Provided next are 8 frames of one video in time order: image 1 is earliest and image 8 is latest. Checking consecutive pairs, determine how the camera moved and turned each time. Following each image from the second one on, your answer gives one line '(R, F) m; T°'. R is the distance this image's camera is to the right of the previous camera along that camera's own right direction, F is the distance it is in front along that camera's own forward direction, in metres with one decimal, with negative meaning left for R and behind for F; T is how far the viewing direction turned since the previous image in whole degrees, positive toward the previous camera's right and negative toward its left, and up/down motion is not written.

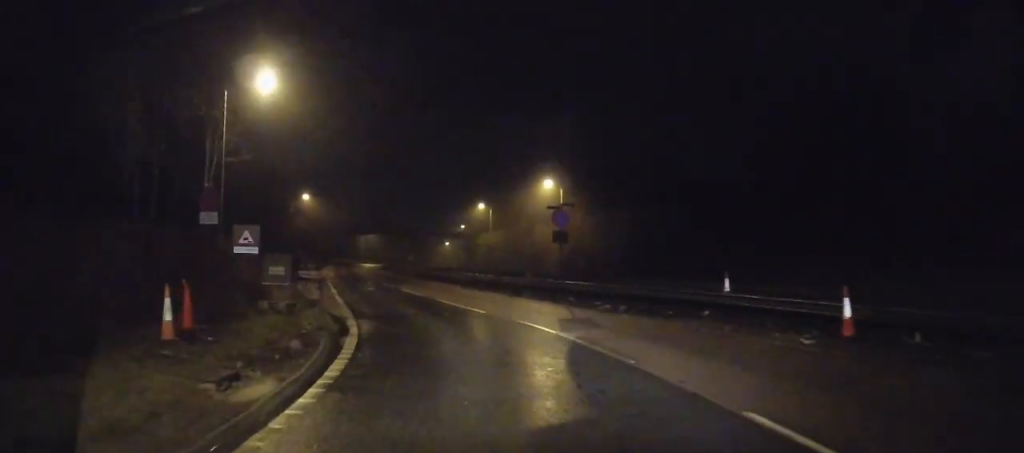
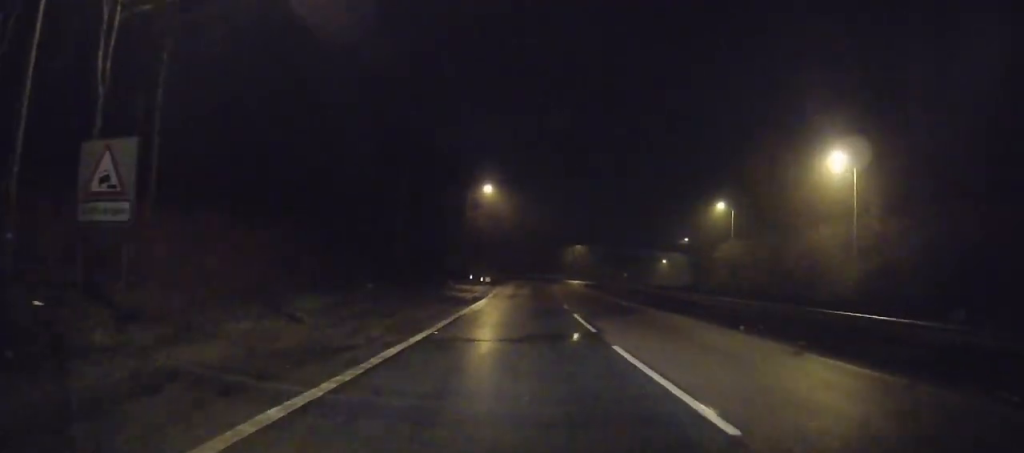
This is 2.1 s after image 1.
(-4.5, +21.0) m; -19°
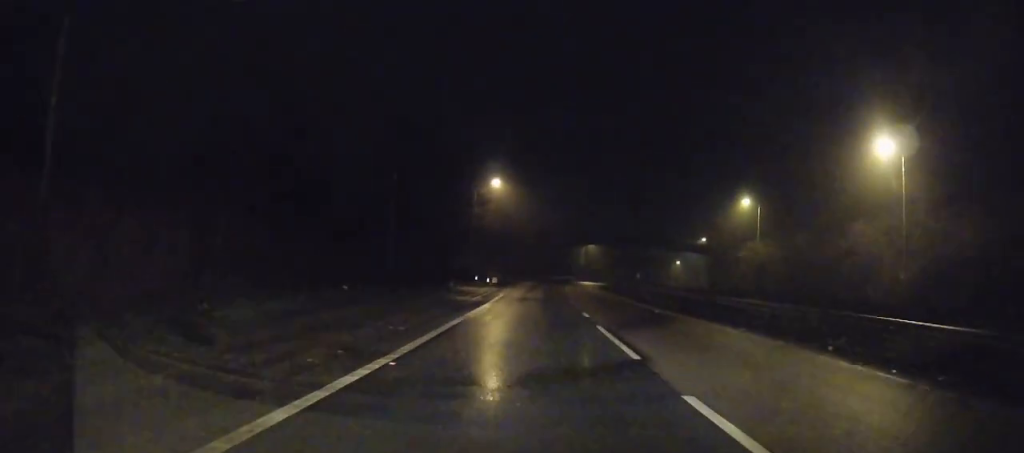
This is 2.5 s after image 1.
(-0.1, +4.6) m; -1°
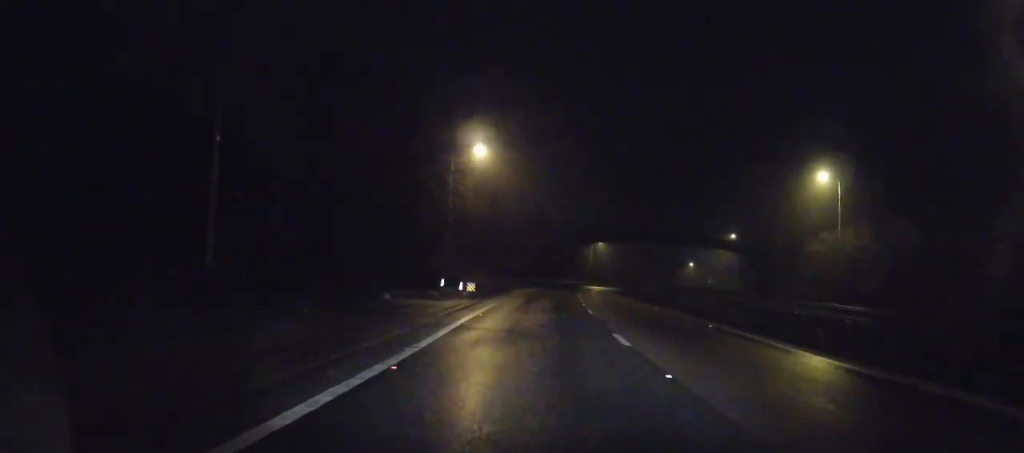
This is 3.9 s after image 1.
(-0.2, +16.8) m; 0°
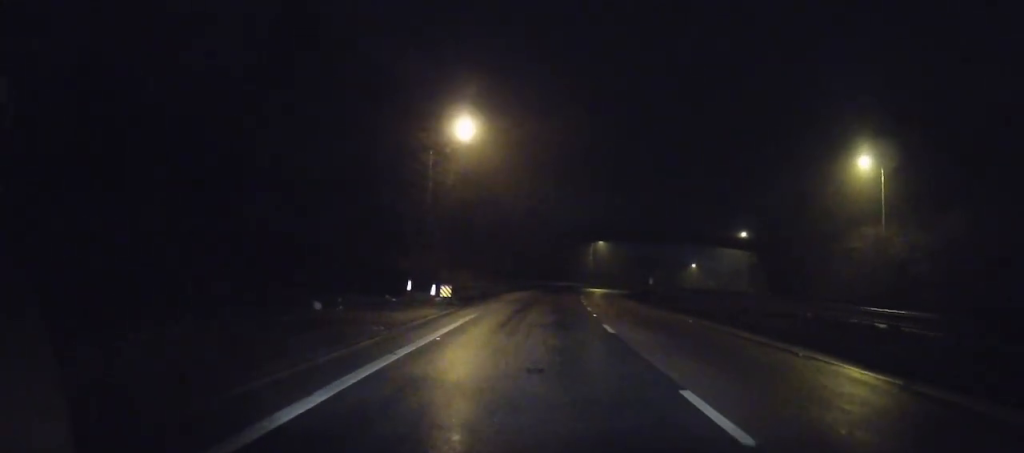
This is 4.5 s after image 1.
(0.0, +6.4) m; +1°
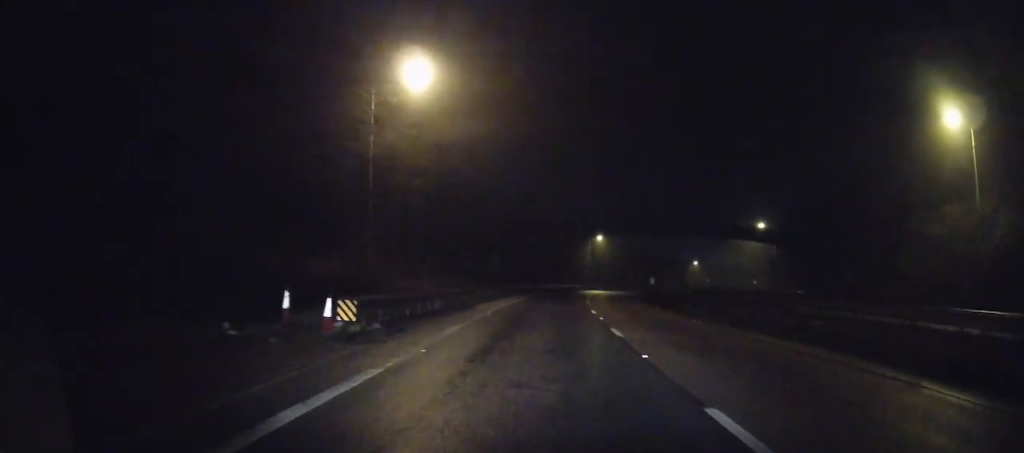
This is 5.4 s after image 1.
(+0.2, +10.2) m; +2°
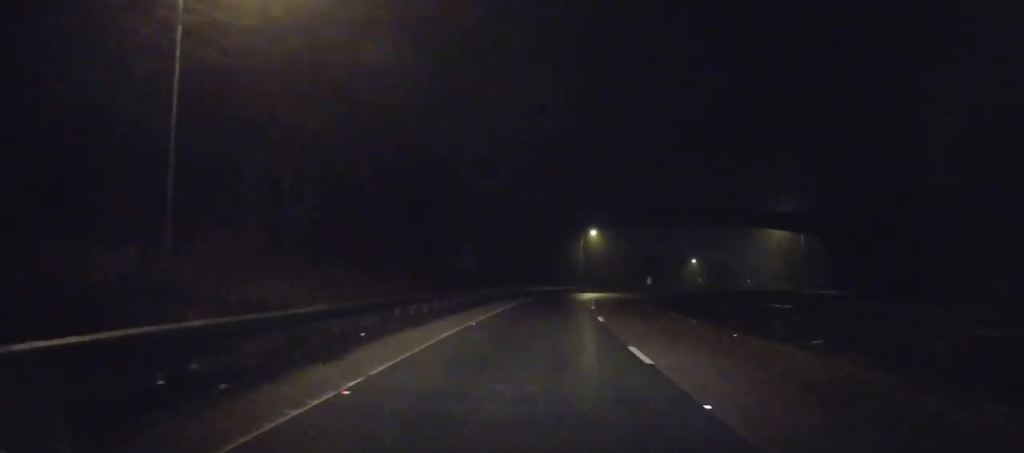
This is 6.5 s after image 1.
(+0.3, +13.2) m; +2°
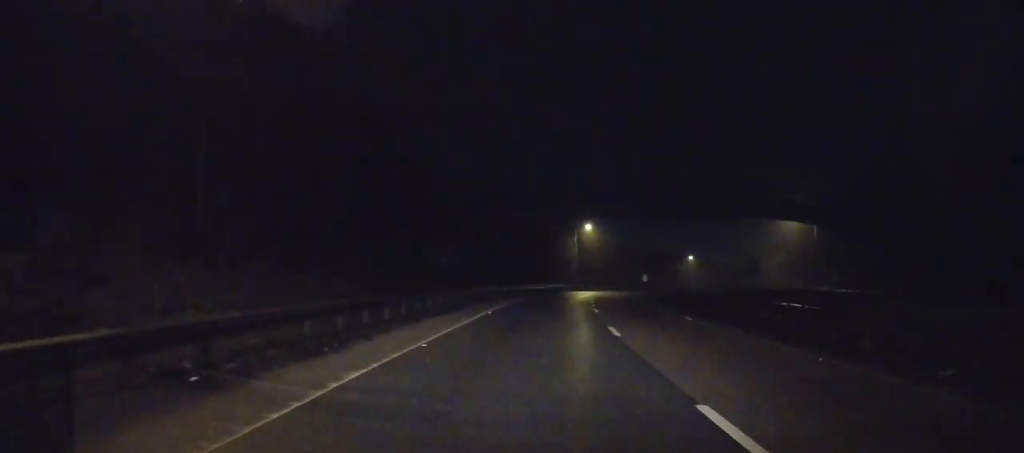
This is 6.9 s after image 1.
(0.0, +5.5) m; 0°
